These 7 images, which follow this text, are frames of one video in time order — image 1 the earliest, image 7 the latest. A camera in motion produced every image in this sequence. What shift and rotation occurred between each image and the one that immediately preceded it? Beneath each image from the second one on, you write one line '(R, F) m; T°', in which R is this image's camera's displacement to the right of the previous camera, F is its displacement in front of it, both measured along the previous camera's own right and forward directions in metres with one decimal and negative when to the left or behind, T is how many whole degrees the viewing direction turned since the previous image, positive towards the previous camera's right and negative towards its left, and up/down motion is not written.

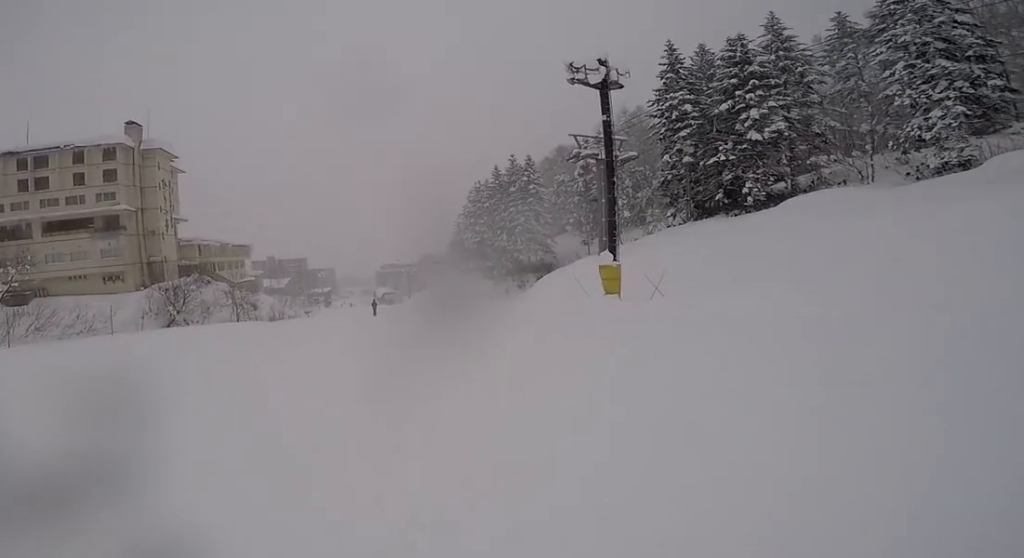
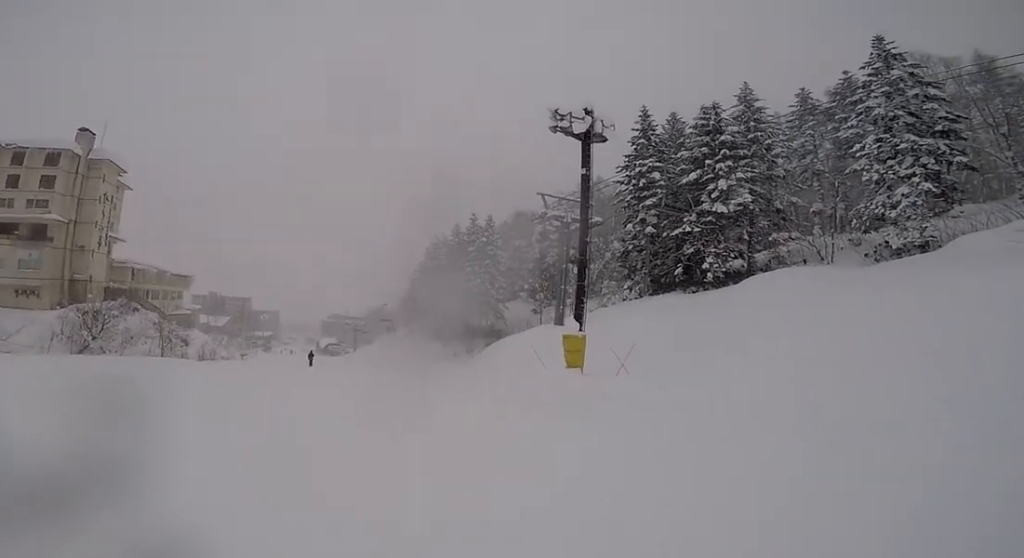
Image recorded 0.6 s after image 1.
(+0.3, +2.6) m; 0°
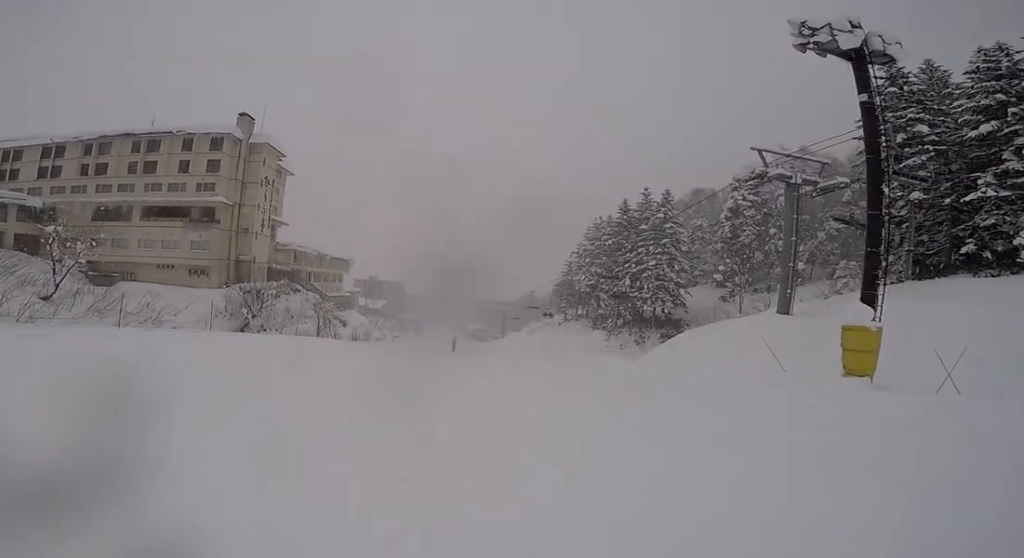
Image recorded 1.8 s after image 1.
(-0.5, +5.2) m; -4°
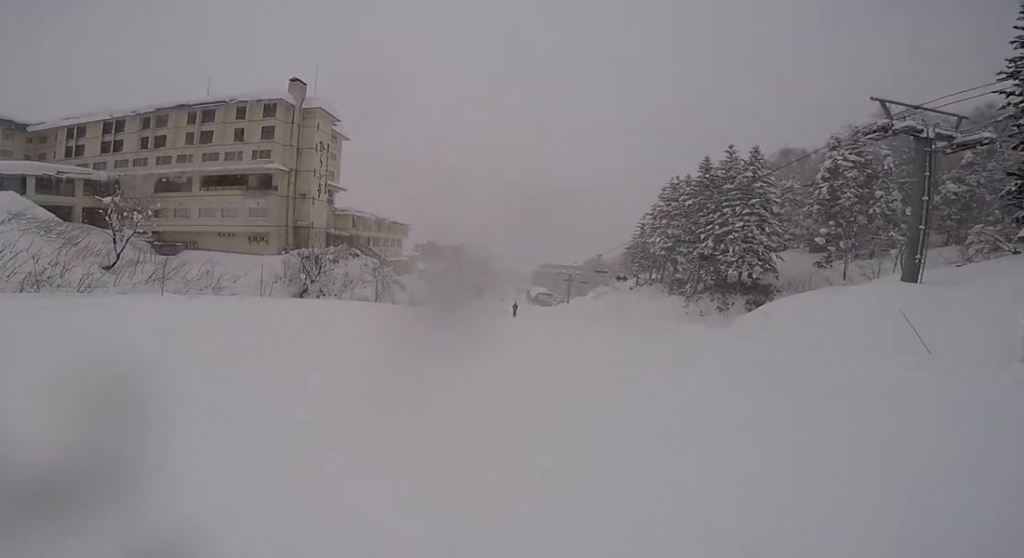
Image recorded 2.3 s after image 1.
(+0.5, +2.0) m; -8°
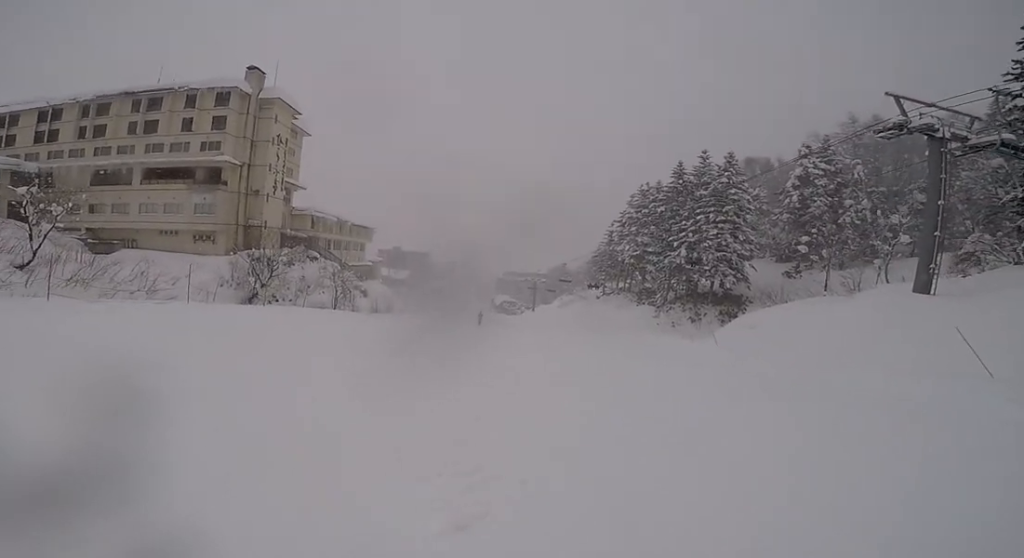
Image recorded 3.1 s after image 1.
(-0.8, +3.3) m; -10°
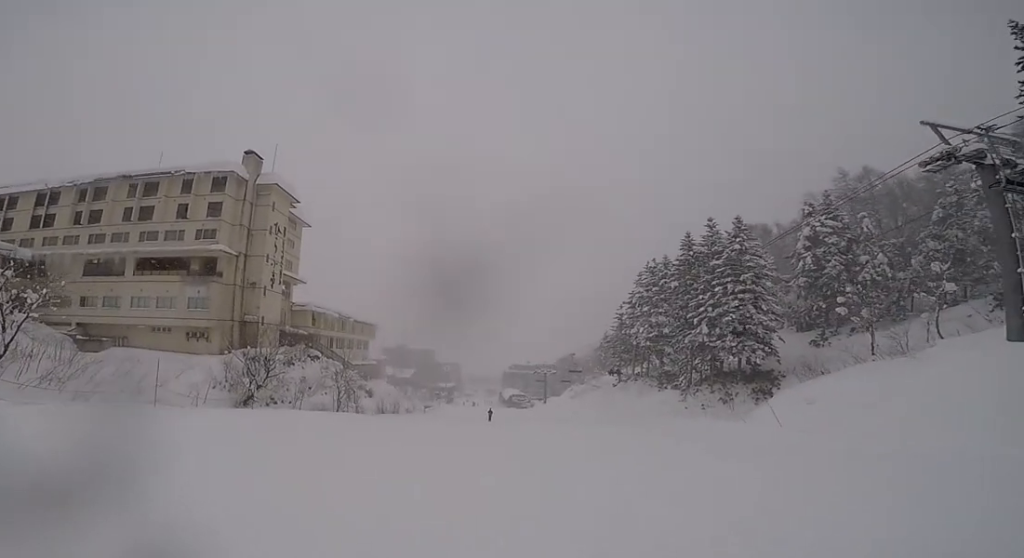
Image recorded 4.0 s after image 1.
(-0.2, +3.5) m; 0°
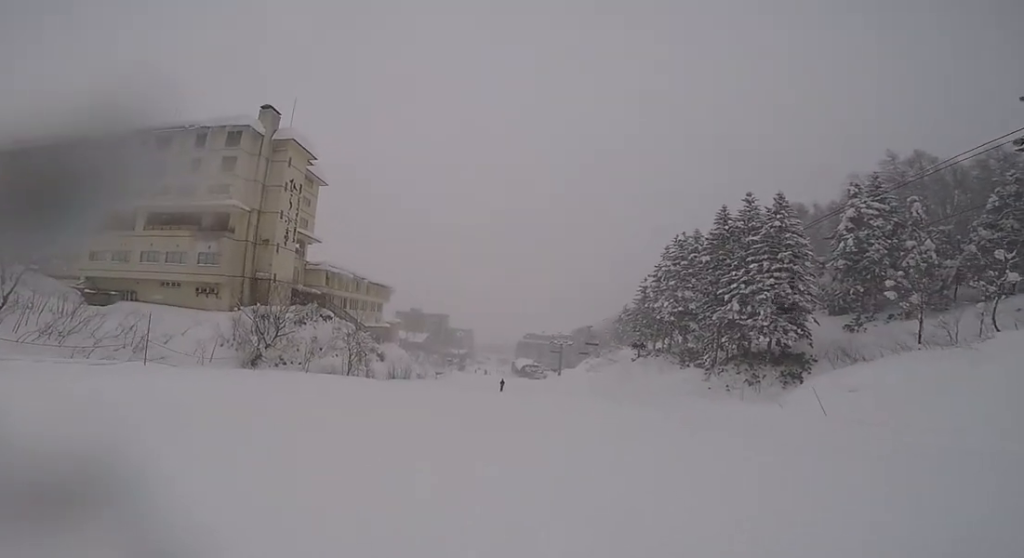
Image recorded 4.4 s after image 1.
(+0.5, +1.9) m; +4°
